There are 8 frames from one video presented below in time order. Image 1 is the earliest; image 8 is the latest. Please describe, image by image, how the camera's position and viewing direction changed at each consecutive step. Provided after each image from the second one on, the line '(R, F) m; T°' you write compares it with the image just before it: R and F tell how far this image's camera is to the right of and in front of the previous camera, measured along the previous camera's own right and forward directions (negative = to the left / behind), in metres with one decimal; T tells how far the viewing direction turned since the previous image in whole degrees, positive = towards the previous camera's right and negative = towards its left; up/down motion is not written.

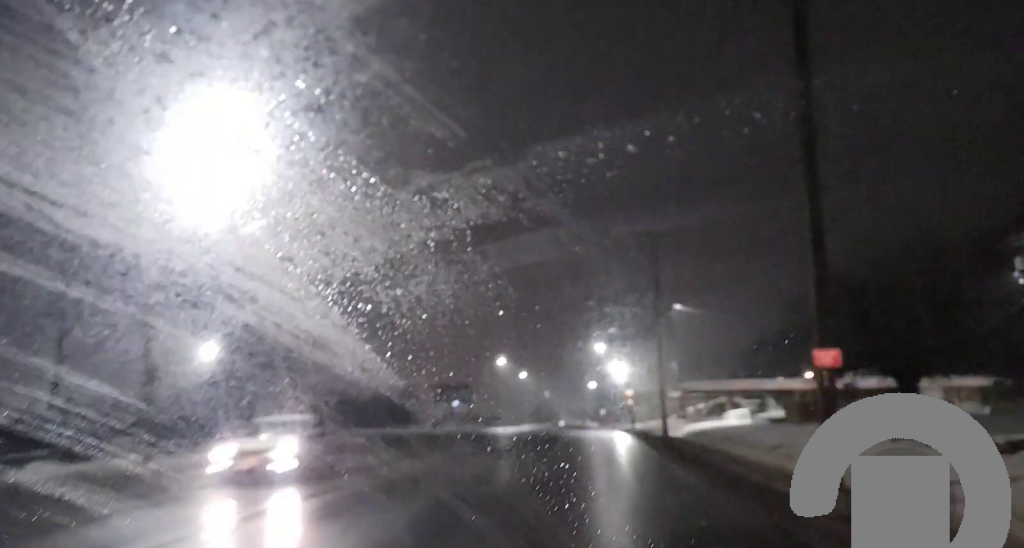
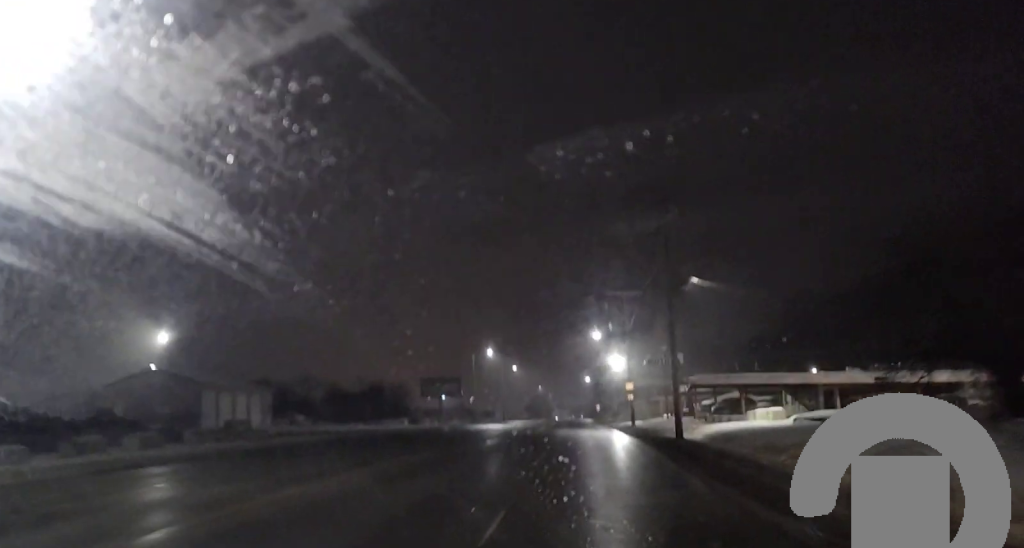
(0.0, +9.9) m; 0°
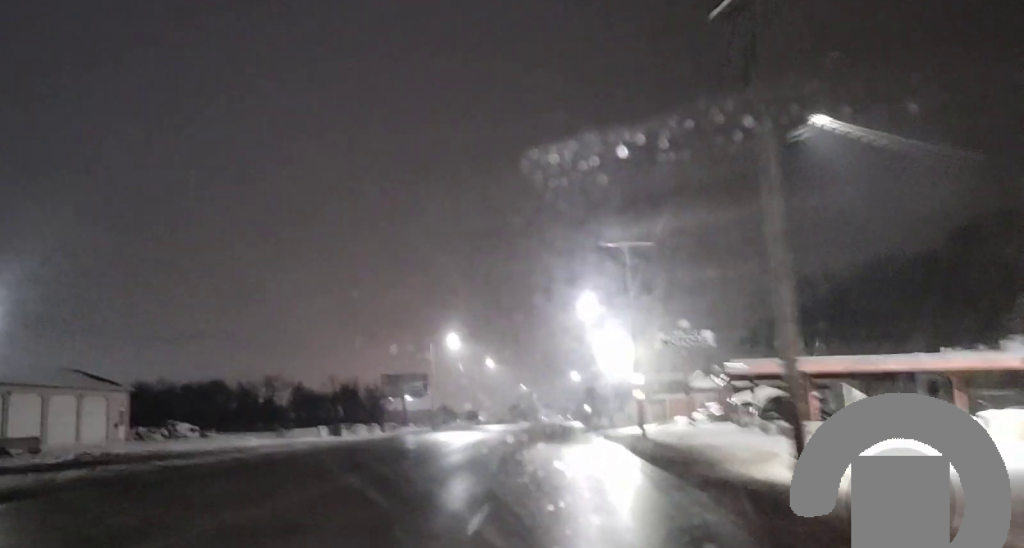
(+0.1, +22.9) m; -1°
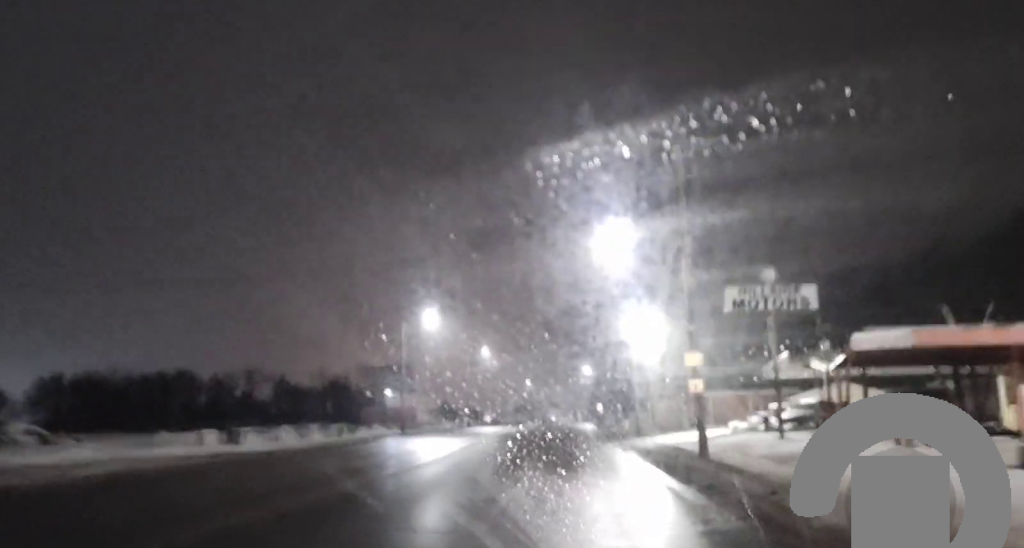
(-0.6, +18.0) m; -2°
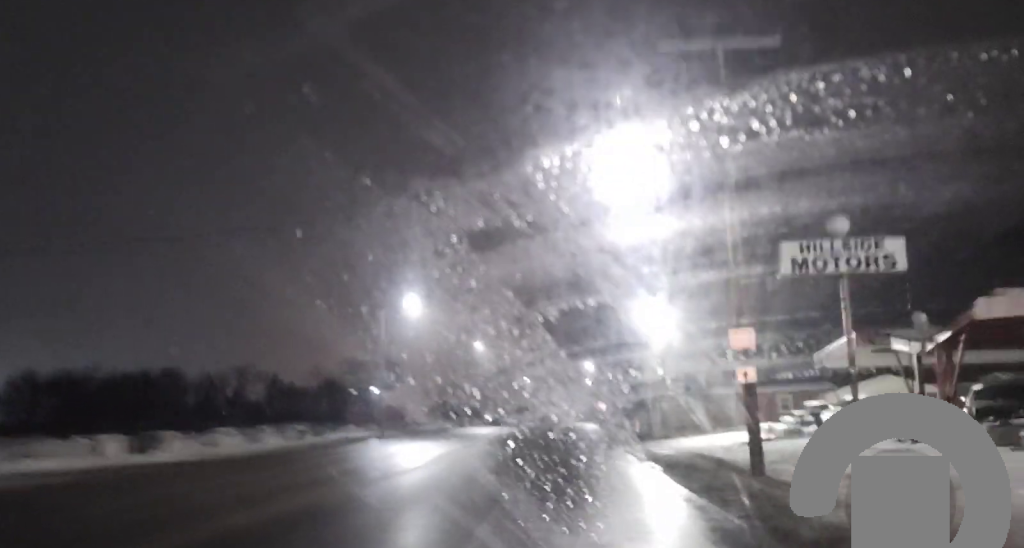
(0.0, +8.1) m; +1°
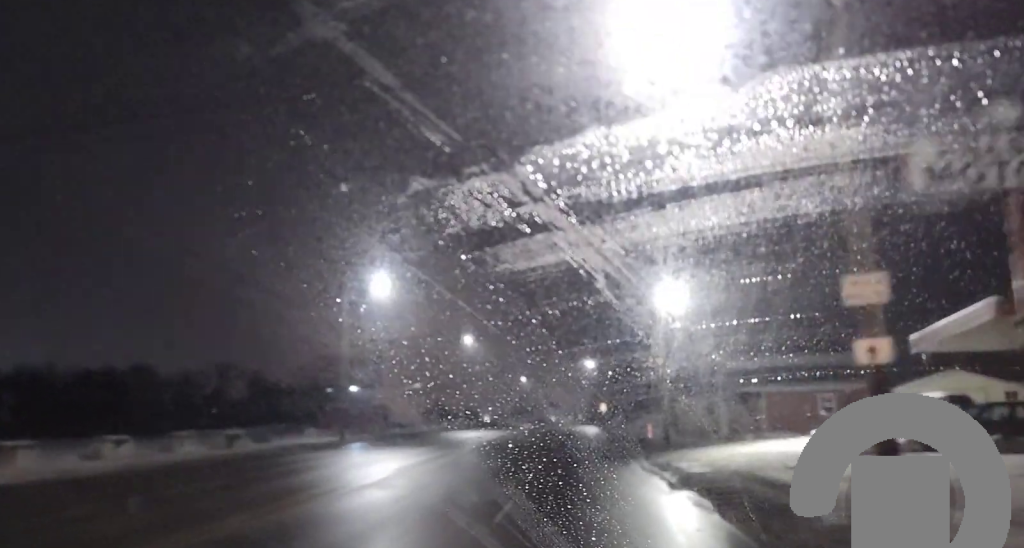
(0.0, +8.8) m; +1°
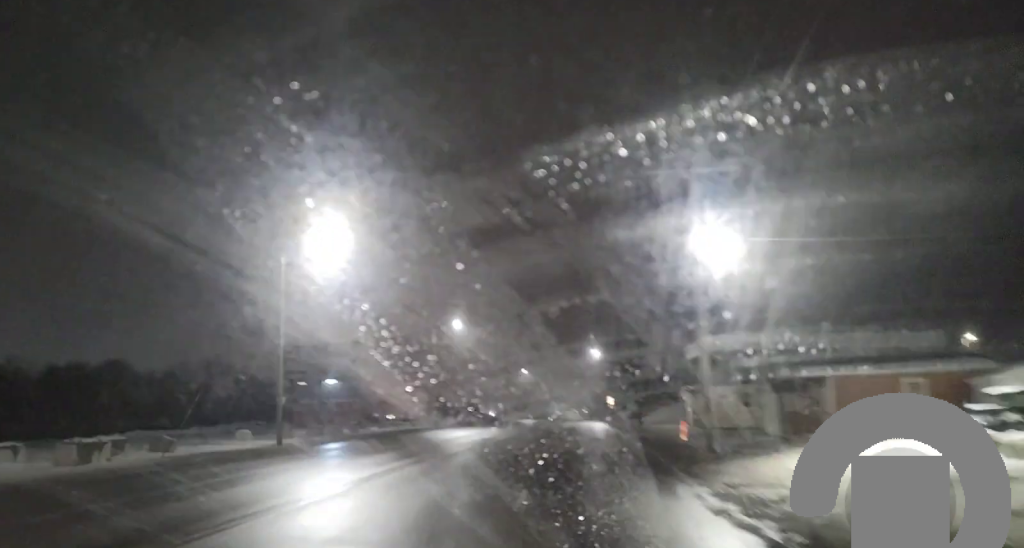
(+0.3, +11.3) m; 0°
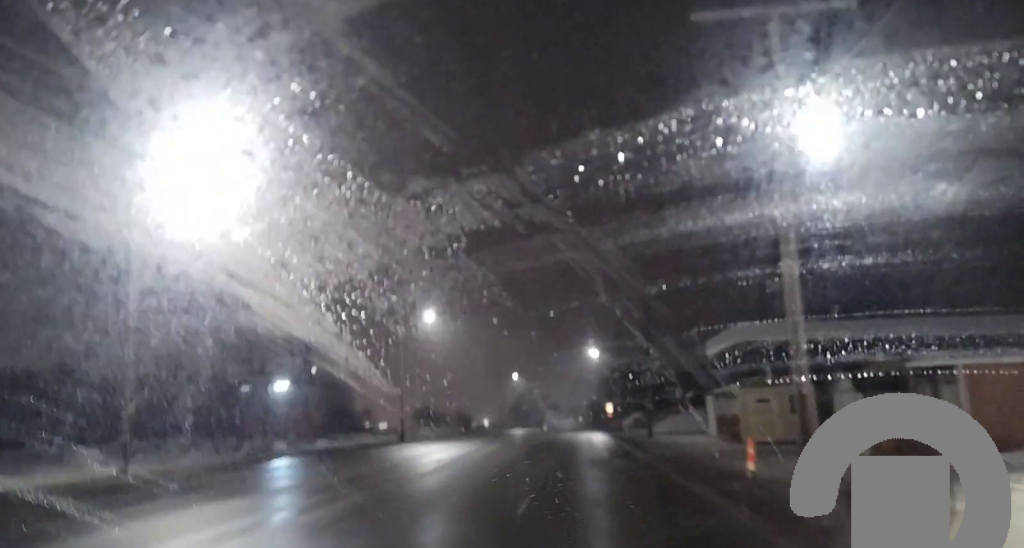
(-0.2, +12.1) m; 0°
